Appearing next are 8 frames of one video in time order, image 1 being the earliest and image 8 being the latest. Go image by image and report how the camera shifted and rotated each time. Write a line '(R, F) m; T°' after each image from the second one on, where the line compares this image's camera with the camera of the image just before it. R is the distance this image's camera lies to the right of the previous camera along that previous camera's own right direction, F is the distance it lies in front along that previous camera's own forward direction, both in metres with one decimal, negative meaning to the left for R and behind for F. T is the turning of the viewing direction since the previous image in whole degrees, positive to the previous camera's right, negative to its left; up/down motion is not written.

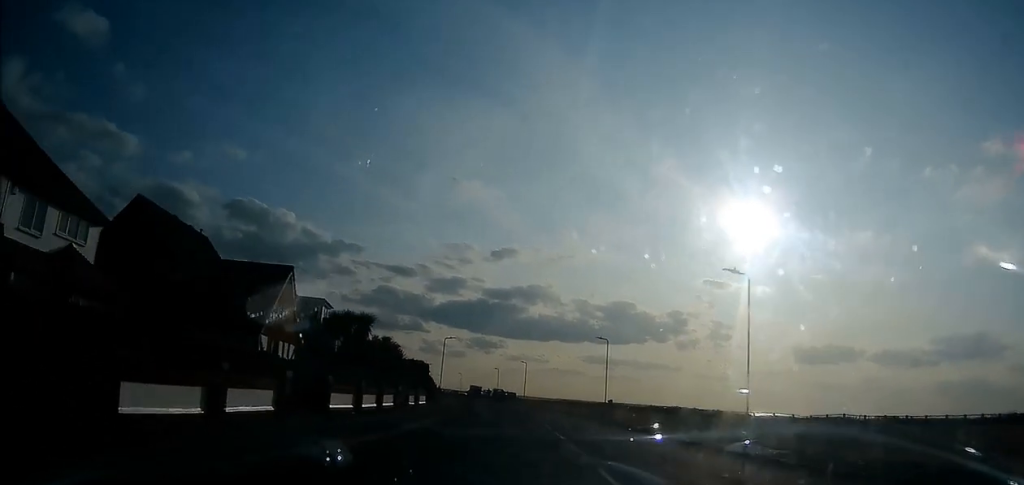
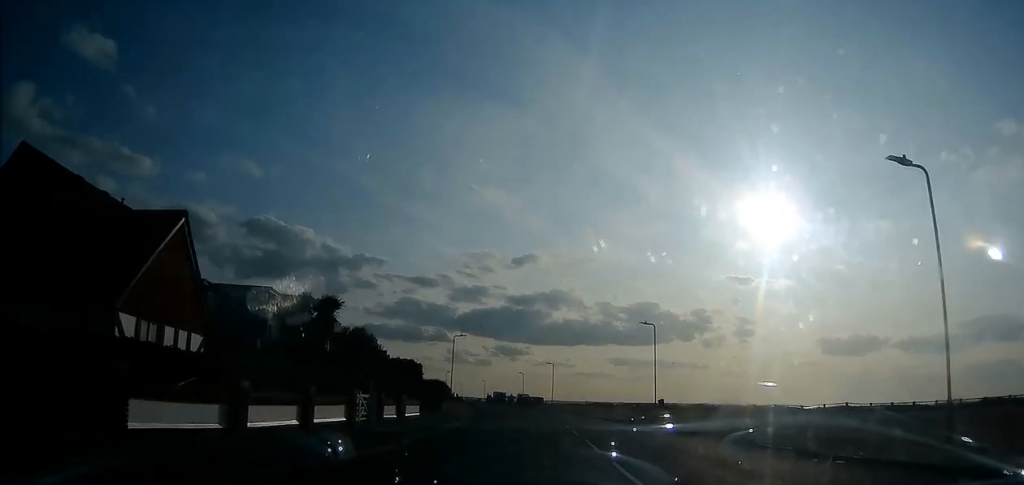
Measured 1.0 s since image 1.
(-0.3, +11.3) m; -2°
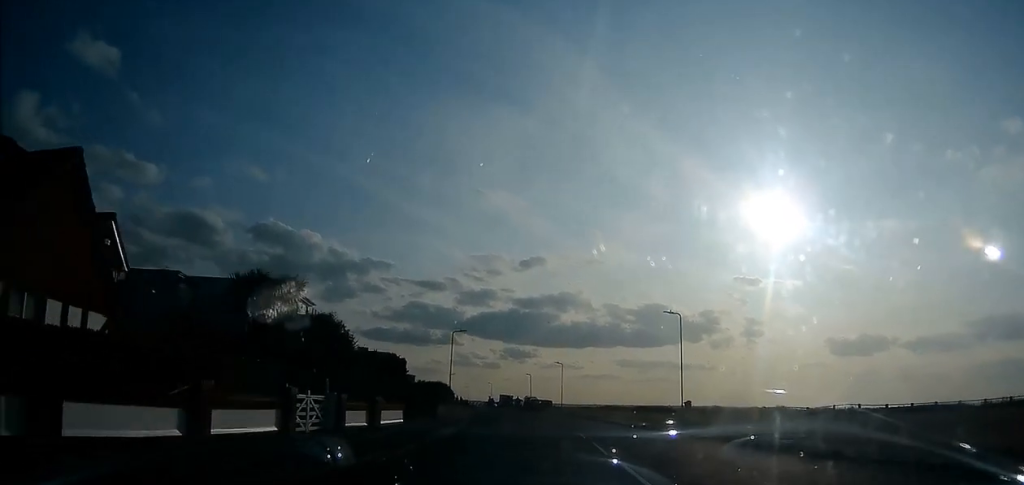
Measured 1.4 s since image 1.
(0.0, +5.7) m; 0°
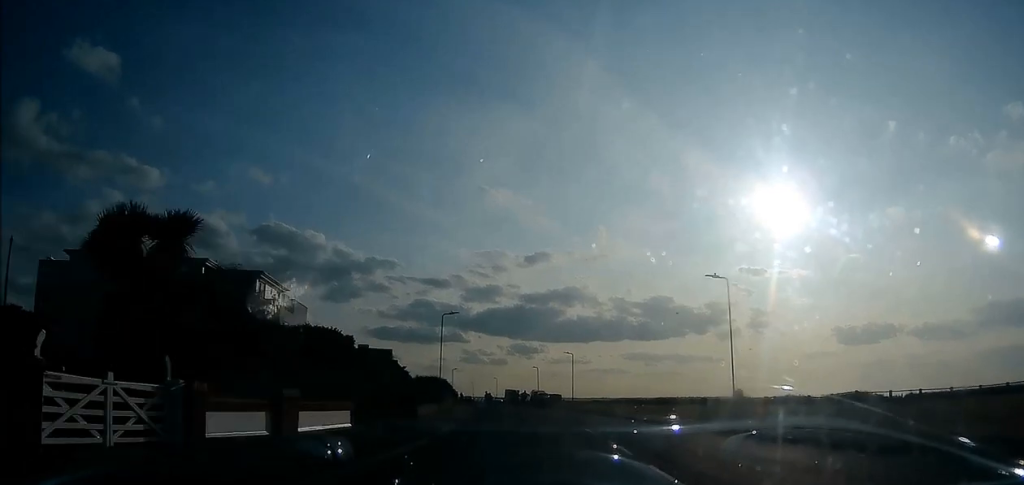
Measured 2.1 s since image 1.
(0.0, +8.5) m; -1°
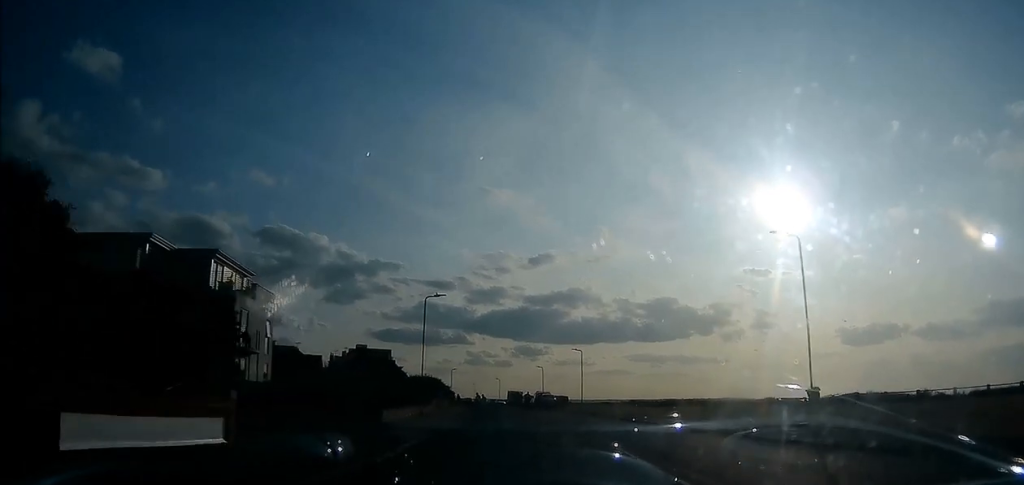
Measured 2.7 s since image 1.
(-0.1, +7.8) m; -1°
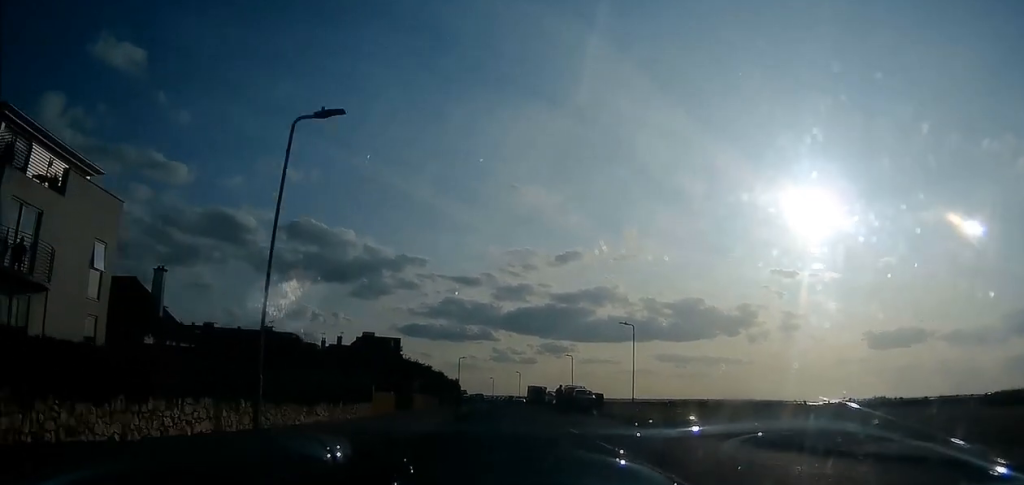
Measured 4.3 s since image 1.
(-0.3, +21.5) m; -2°
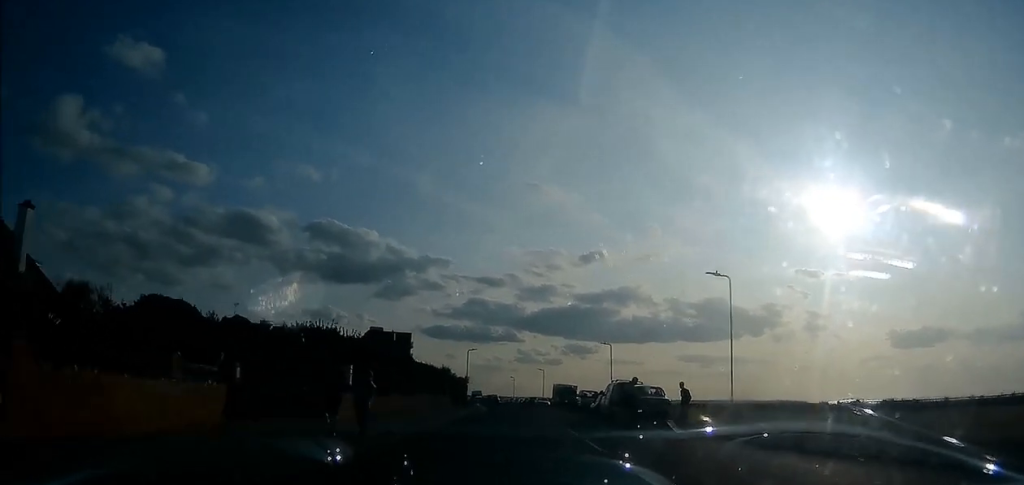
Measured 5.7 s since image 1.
(-0.4, +18.5) m; -1°
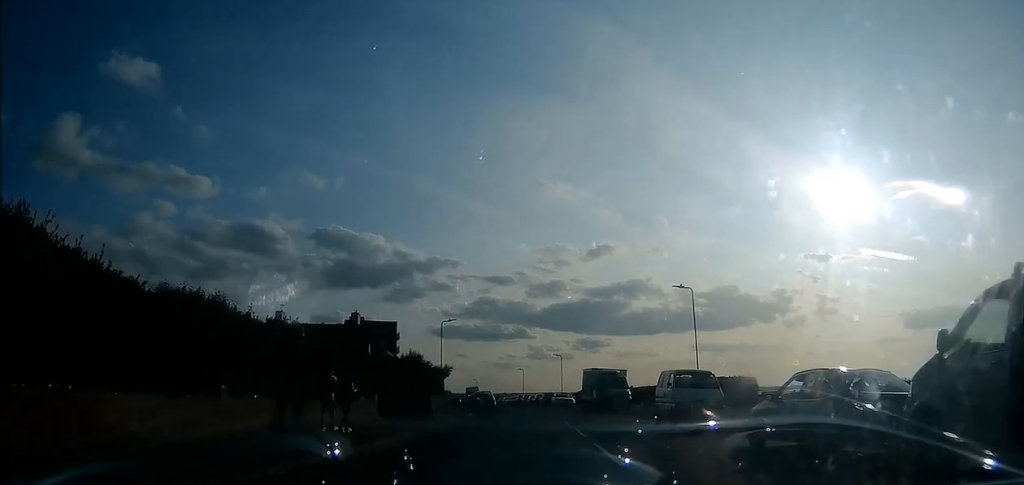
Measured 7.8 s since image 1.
(-0.4, +28.4) m; -1°
